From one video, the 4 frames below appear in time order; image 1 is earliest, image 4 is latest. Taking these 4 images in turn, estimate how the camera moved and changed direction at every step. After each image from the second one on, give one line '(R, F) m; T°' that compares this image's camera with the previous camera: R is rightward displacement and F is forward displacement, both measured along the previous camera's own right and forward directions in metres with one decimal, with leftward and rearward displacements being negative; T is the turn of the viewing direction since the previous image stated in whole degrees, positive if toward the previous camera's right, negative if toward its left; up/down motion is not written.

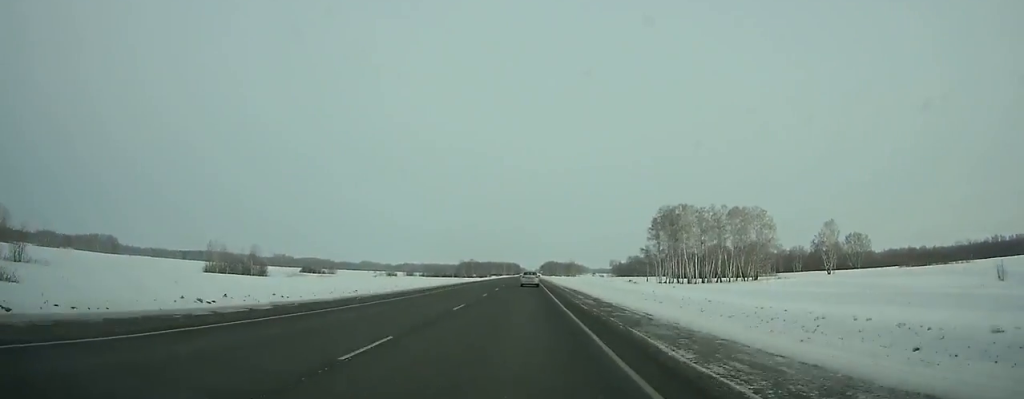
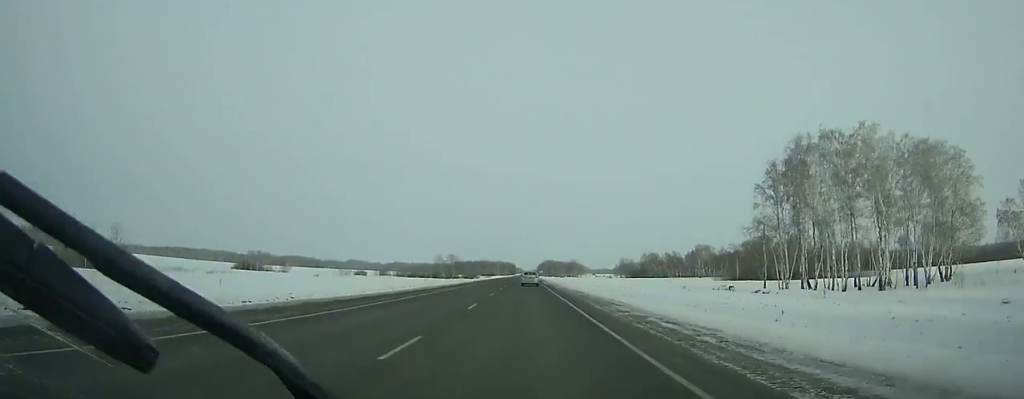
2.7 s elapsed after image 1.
(-0.1, +72.2) m; 0°
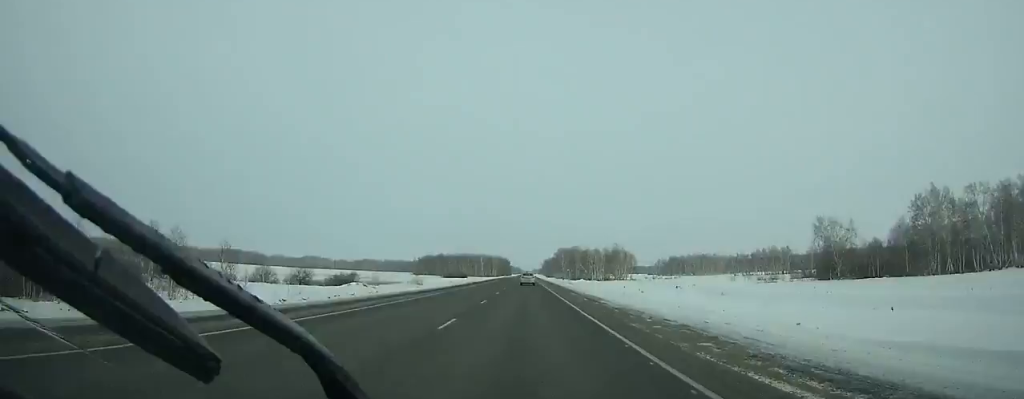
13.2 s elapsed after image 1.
(-0.1, +286.2) m; 0°
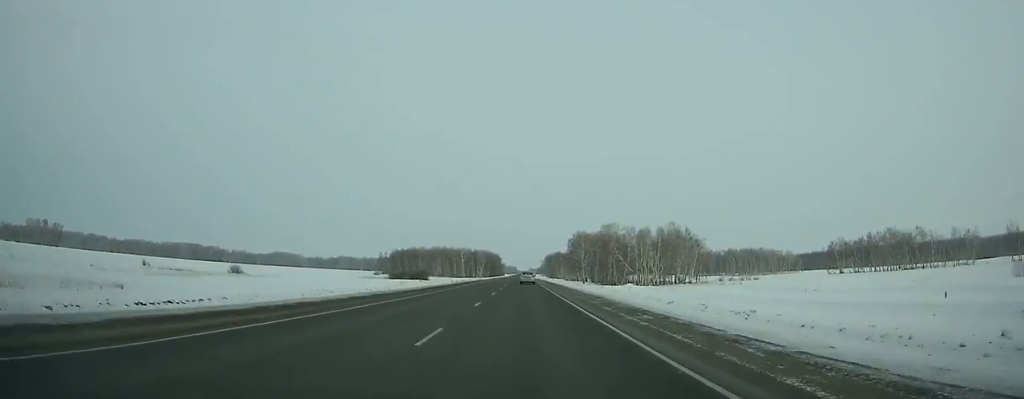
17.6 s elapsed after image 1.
(+0.3, +123.1) m; 0°
